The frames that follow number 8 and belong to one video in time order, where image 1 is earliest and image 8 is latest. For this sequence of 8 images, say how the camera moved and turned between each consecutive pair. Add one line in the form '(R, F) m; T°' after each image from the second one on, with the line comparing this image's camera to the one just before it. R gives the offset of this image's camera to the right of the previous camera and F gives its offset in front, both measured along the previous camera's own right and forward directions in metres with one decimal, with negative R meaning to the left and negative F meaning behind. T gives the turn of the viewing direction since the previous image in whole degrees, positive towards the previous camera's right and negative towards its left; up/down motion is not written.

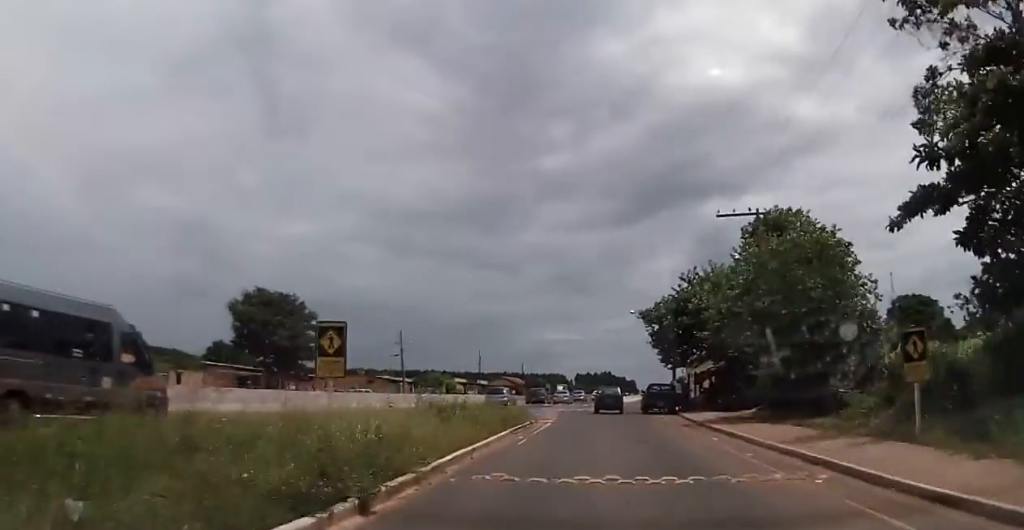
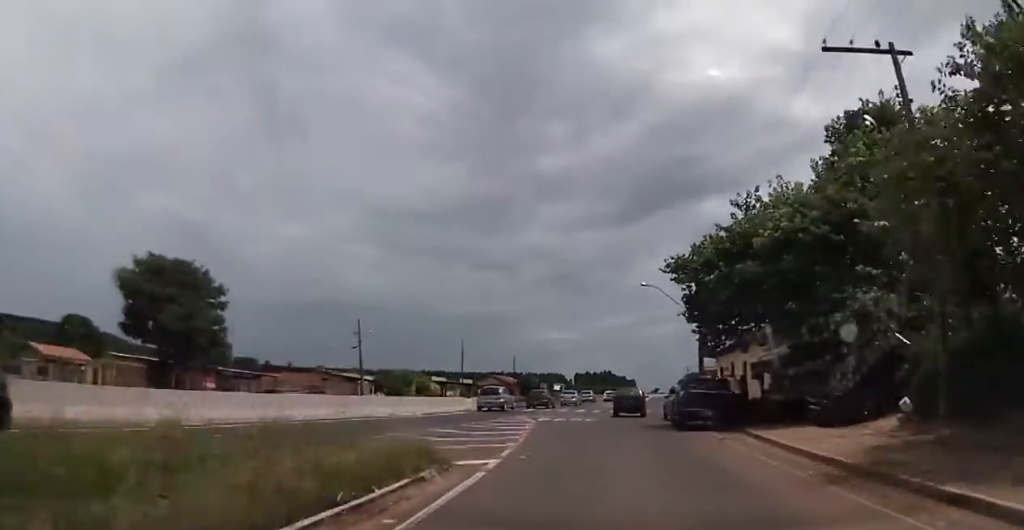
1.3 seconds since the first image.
(-0.4, +15.2) m; 0°
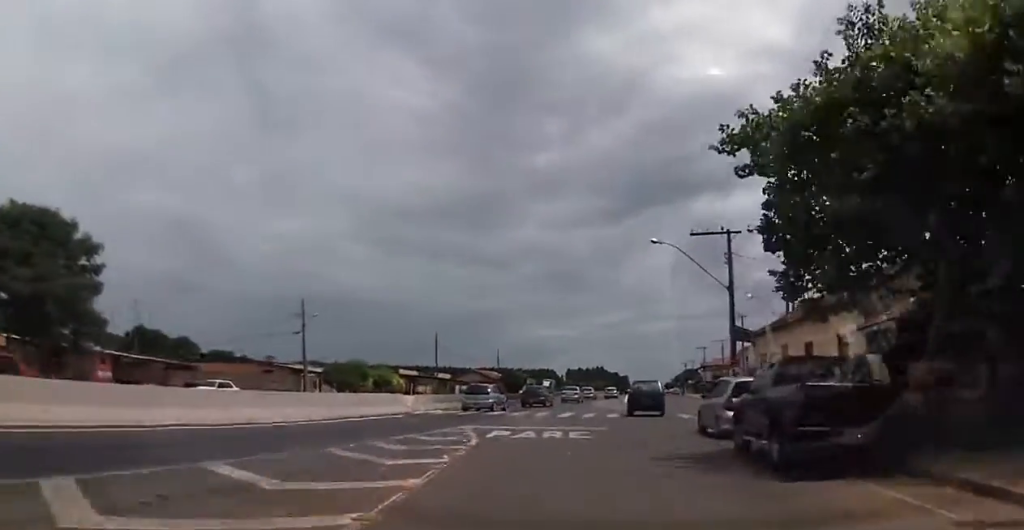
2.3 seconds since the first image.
(+0.6, +12.0) m; +3°
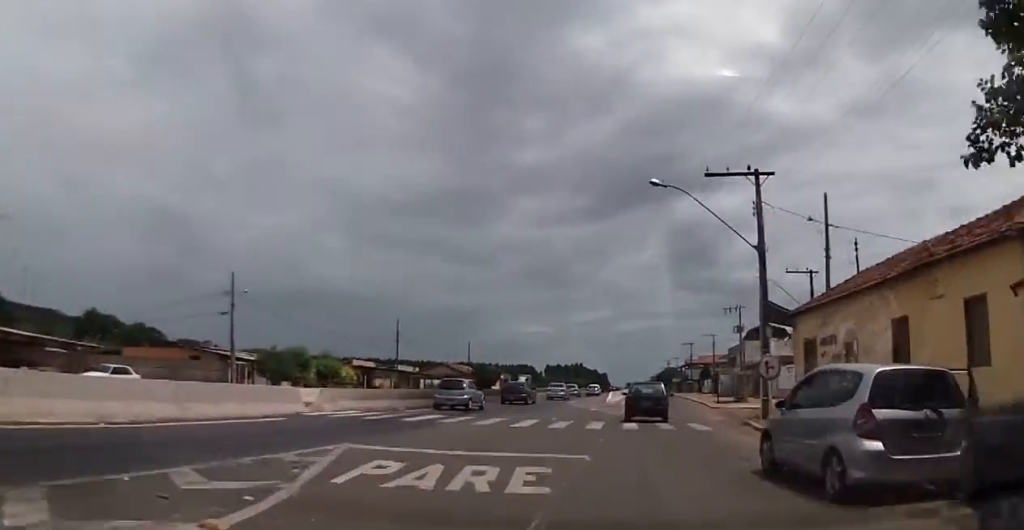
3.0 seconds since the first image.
(+0.1, +9.0) m; -1°
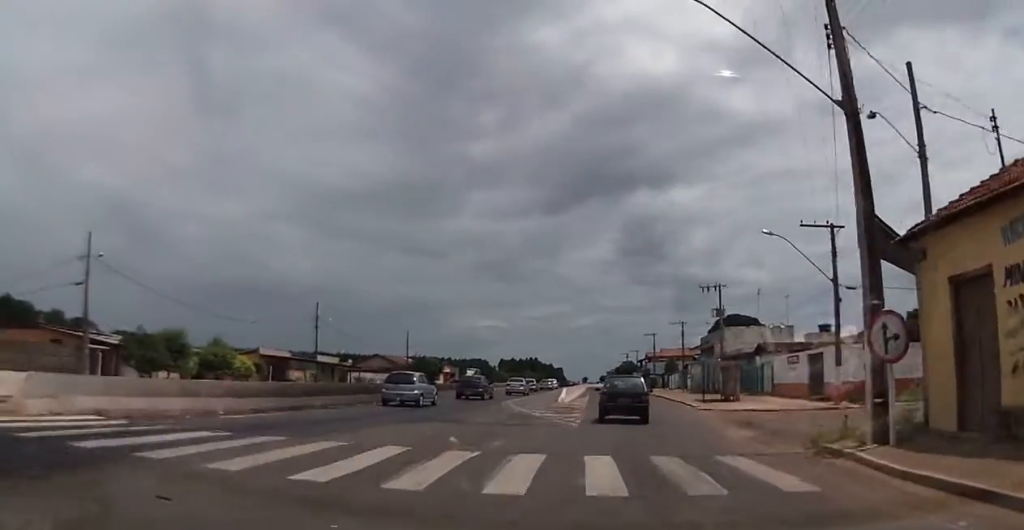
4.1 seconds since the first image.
(-0.5, +13.5) m; 0°
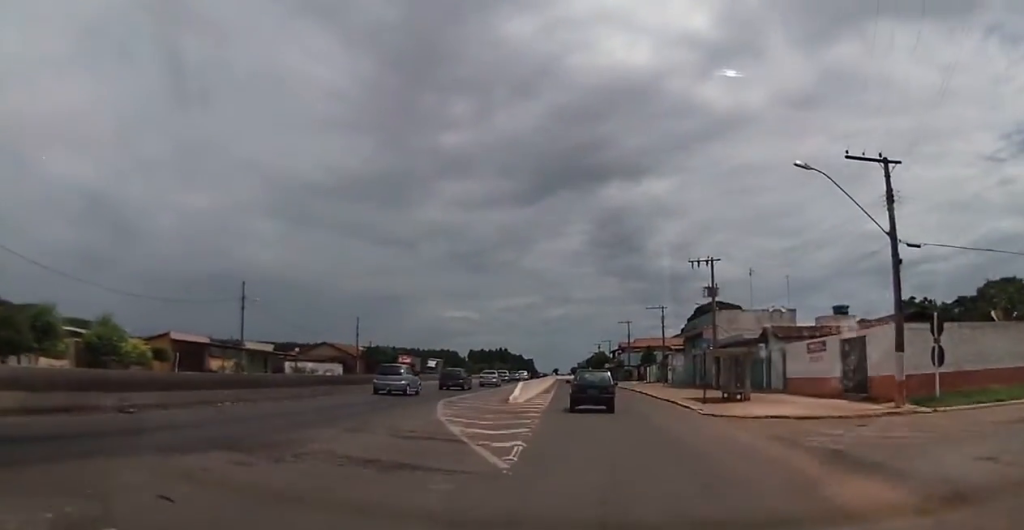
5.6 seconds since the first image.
(+0.9, +13.6) m; +7°
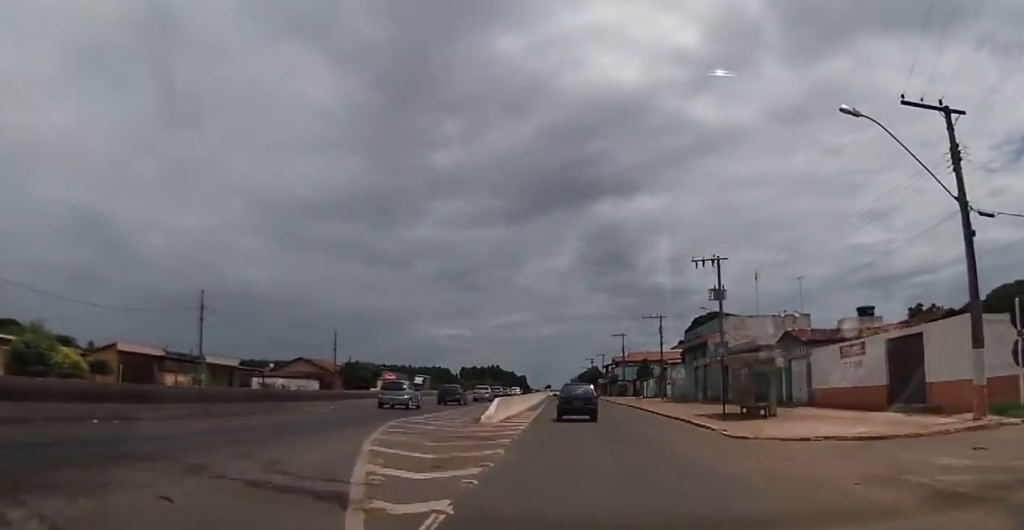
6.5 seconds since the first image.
(0.0, +5.7) m; 0°
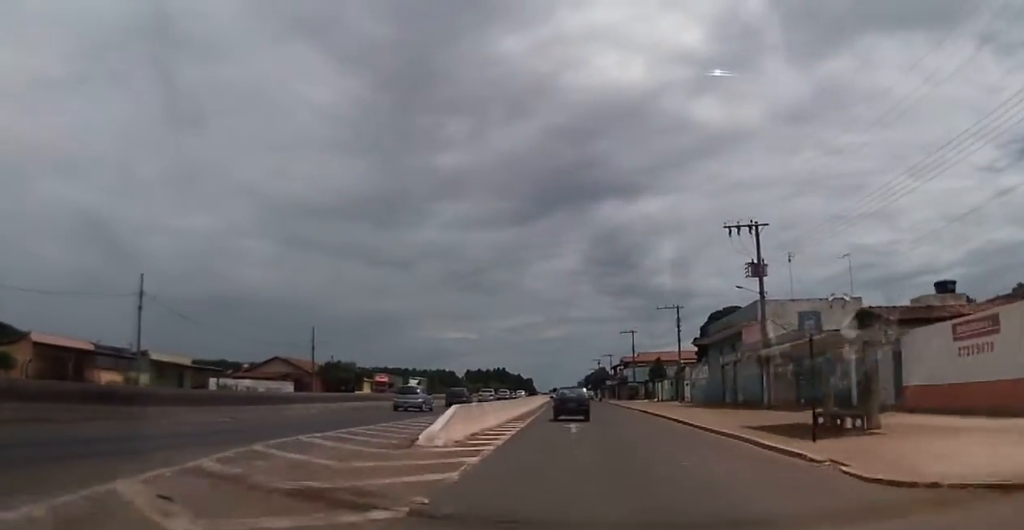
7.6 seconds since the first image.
(0.0, +8.2) m; 0°
